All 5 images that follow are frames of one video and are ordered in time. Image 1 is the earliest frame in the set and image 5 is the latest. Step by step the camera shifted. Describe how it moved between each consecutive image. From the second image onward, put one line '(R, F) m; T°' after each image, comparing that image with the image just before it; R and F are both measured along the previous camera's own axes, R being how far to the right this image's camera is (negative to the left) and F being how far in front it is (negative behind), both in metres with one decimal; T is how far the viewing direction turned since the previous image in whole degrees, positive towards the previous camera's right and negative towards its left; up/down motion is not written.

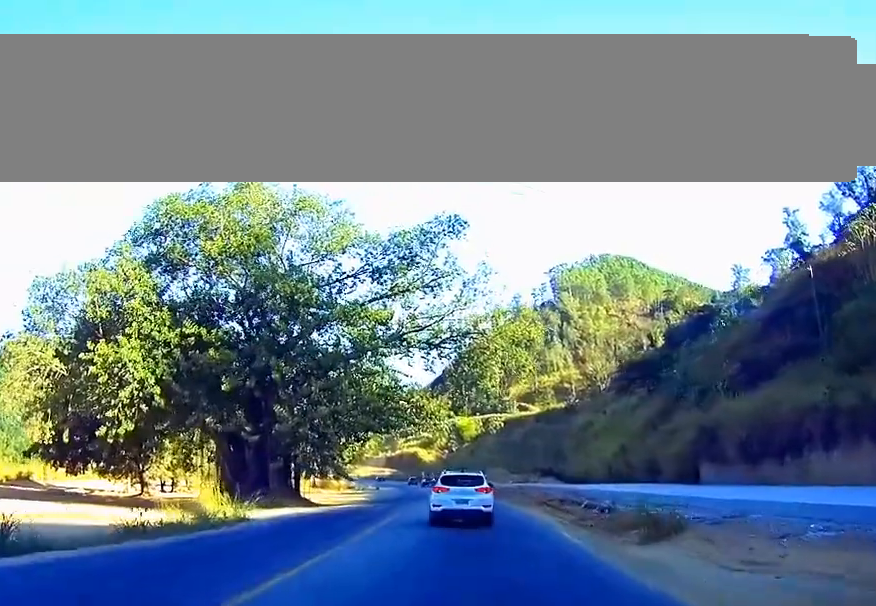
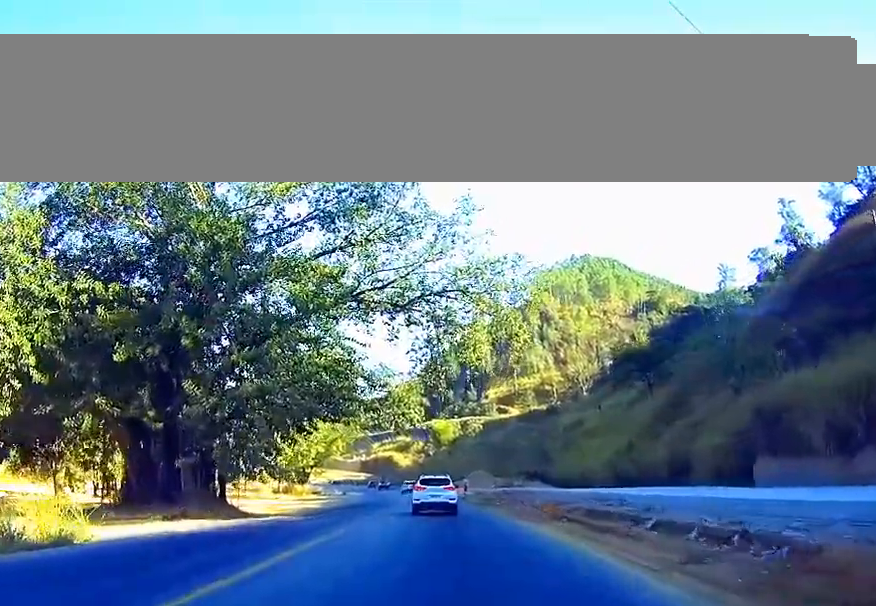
(+0.5, +14.2) m; +2°
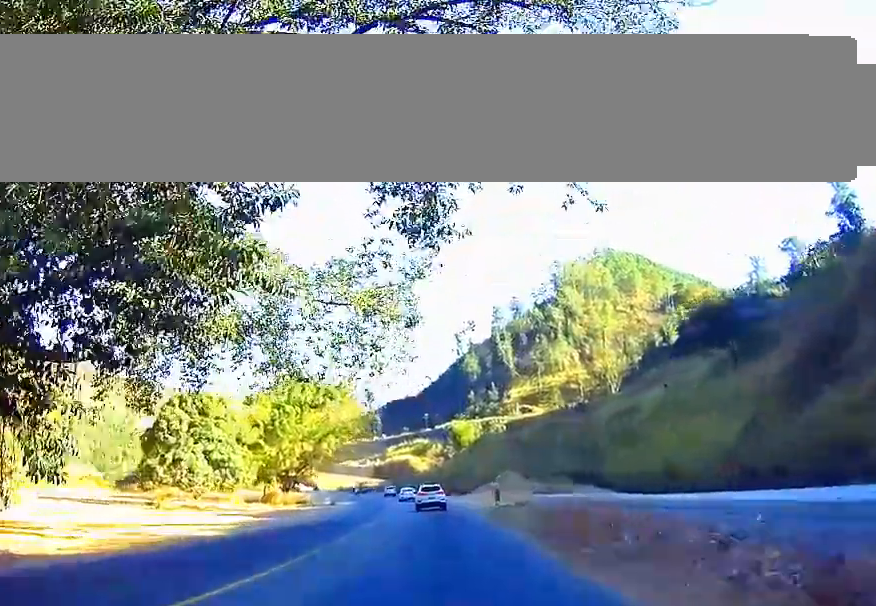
(-0.6, +29.1) m; -3°
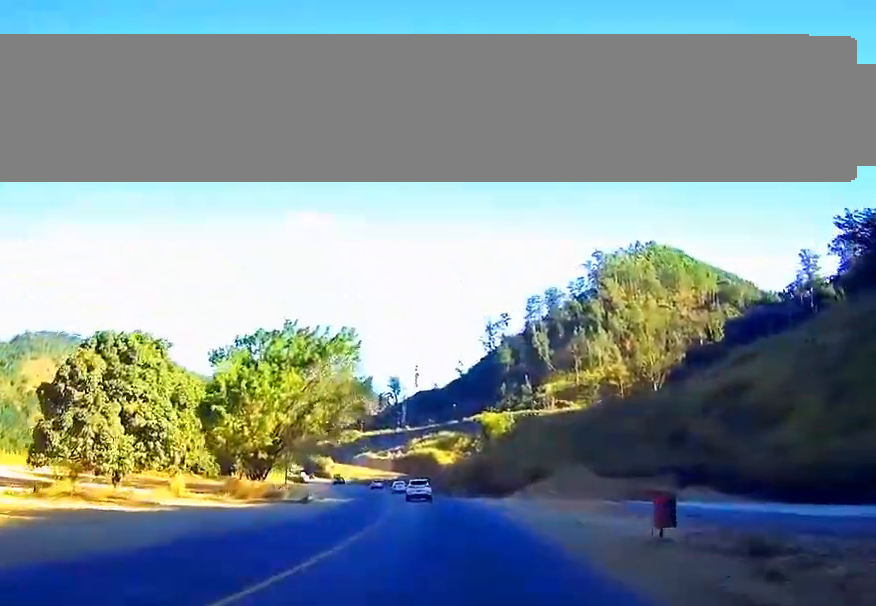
(-0.2, +31.8) m; -1°
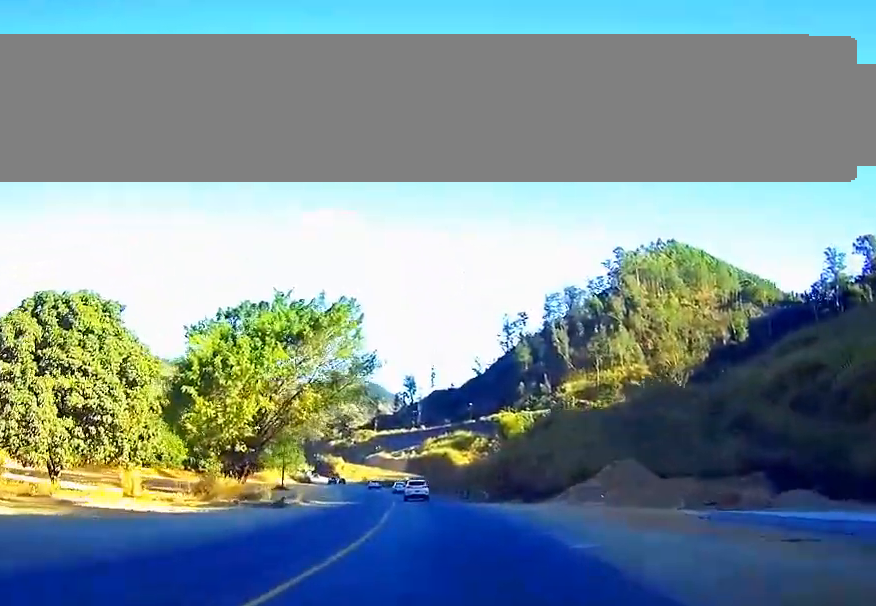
(-0.1, +14.1) m; -1°
